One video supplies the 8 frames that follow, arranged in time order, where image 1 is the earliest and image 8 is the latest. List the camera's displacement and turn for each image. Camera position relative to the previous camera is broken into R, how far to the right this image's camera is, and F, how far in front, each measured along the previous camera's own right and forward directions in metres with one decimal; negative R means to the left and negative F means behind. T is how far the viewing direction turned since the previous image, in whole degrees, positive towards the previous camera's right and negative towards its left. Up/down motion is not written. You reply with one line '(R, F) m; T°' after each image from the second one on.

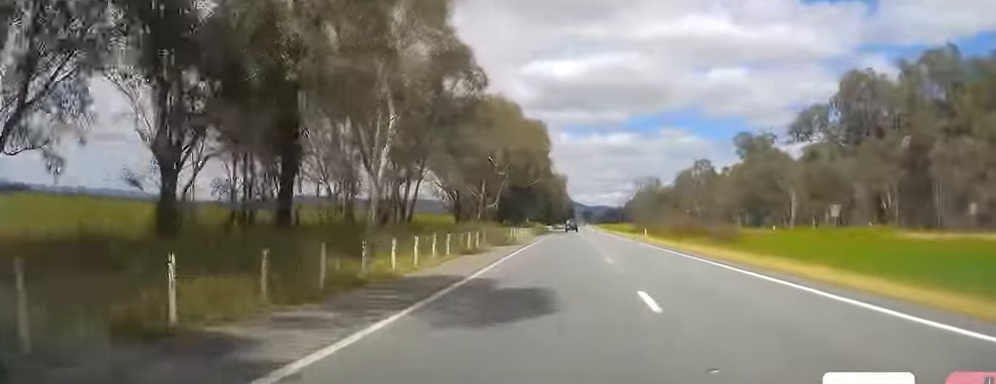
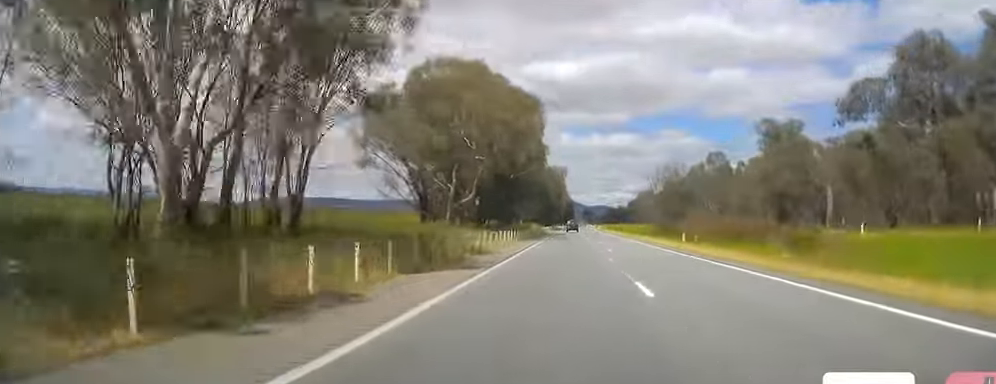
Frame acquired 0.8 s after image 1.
(-0.1, +22.2) m; 0°
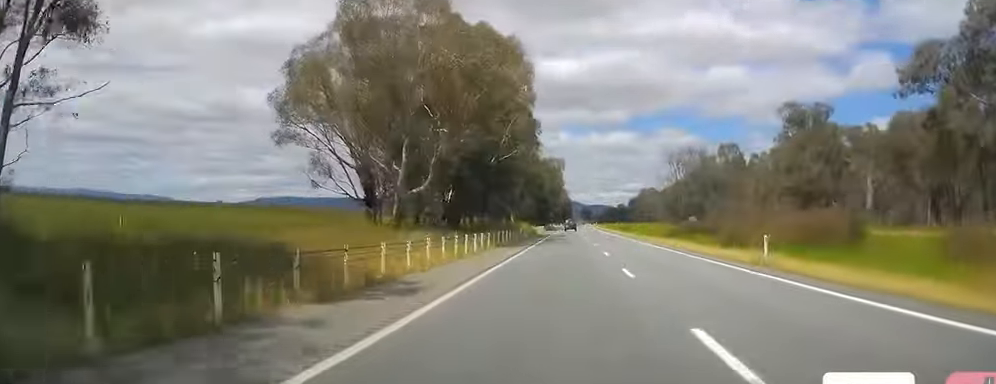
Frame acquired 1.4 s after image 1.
(+0.2, +19.3) m; 0°
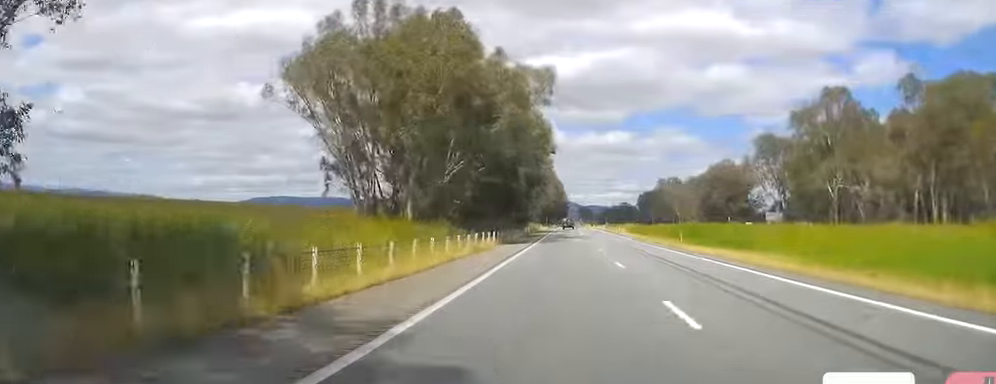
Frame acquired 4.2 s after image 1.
(0.0, +79.8) m; +1°
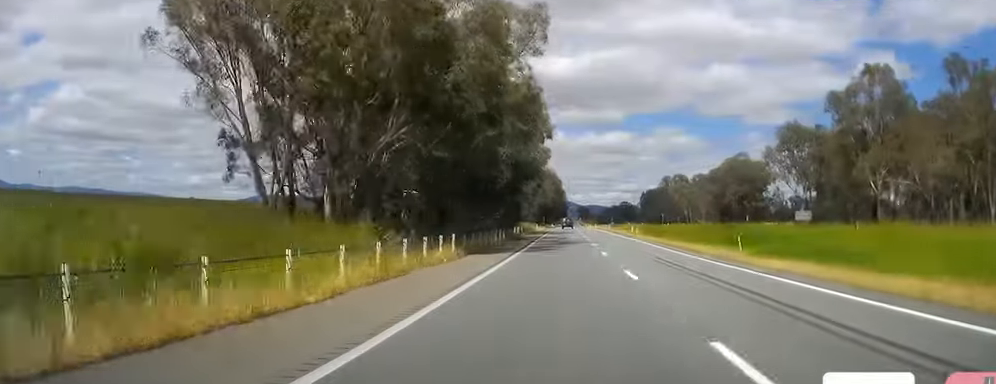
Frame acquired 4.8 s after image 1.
(0.0, +16.2) m; 0°
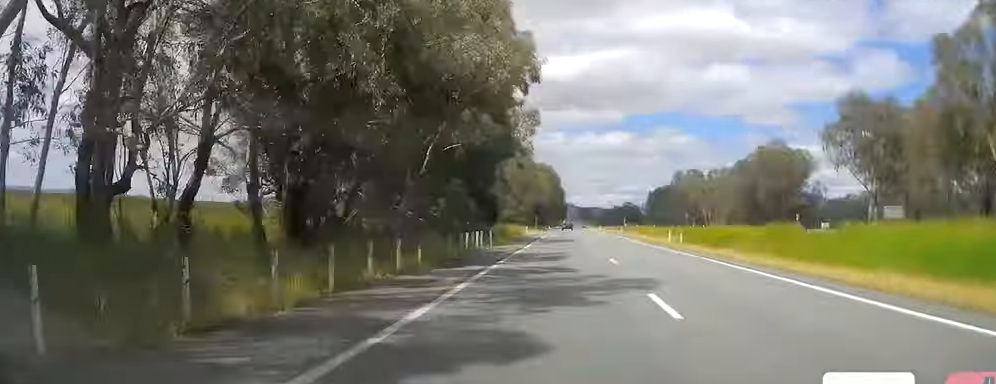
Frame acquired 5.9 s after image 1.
(-0.3, +30.5) m; 0°
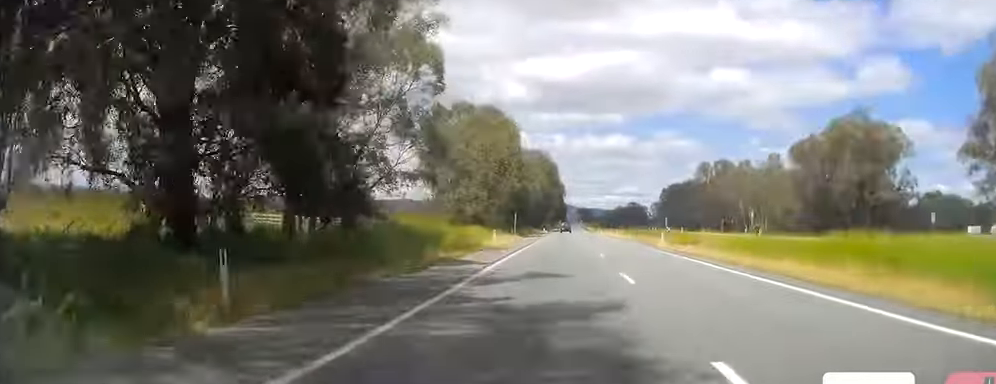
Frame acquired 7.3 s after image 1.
(+0.6, +41.8) m; 0°
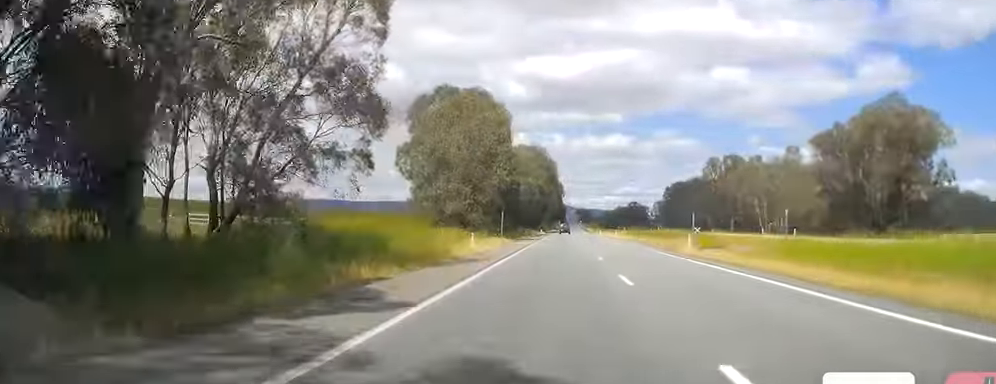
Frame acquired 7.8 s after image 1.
(-0.3, +12.4) m; 0°
